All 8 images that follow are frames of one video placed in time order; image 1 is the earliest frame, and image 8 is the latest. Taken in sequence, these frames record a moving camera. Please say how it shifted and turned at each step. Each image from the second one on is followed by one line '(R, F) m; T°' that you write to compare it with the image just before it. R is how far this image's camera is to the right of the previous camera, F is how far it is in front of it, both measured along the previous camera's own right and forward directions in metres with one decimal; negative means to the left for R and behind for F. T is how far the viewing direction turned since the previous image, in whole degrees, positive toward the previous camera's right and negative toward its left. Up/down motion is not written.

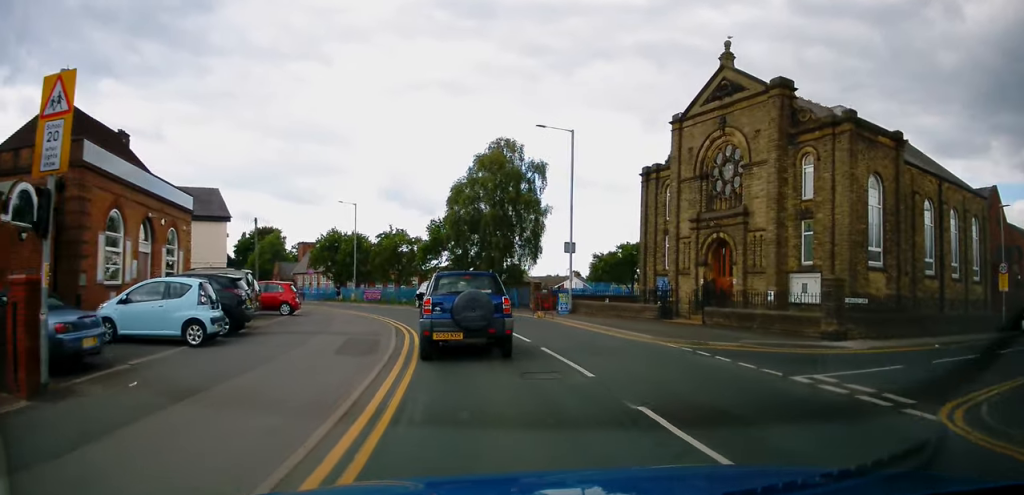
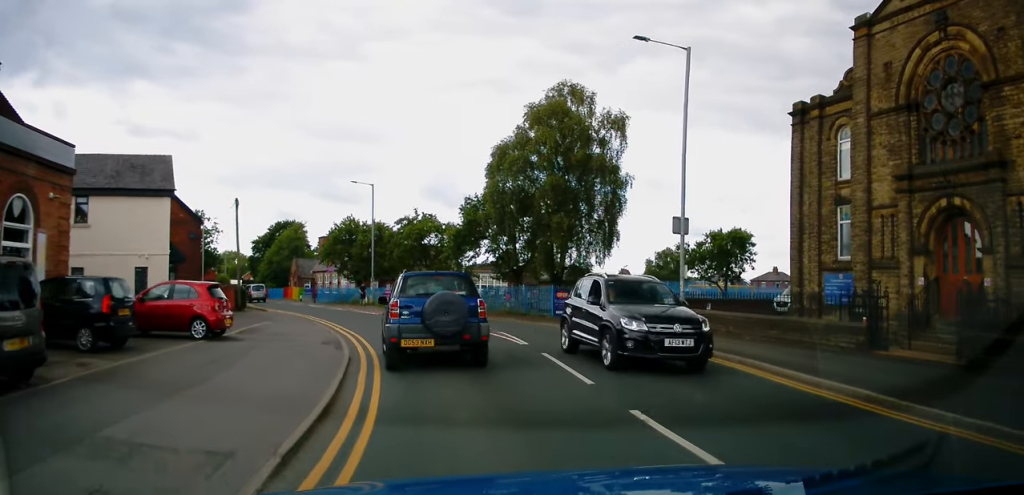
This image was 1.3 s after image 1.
(-0.5, +12.1) m; -6°
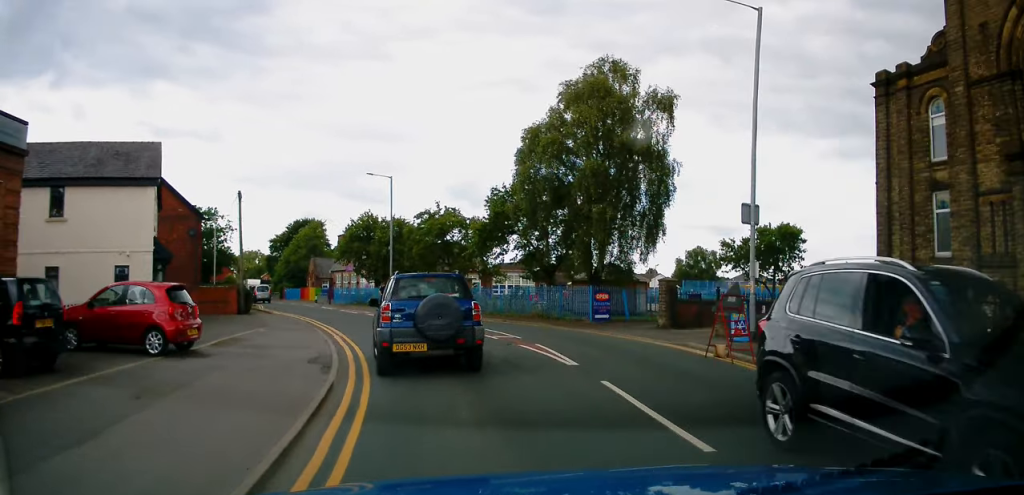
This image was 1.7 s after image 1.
(0.0, +3.6) m; -2°
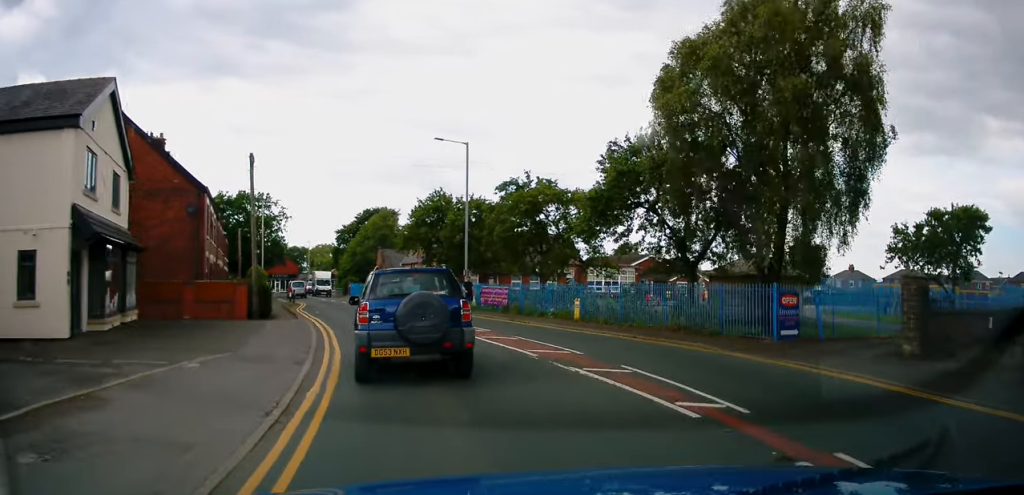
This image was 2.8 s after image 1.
(-0.6, +10.0) m; -6°
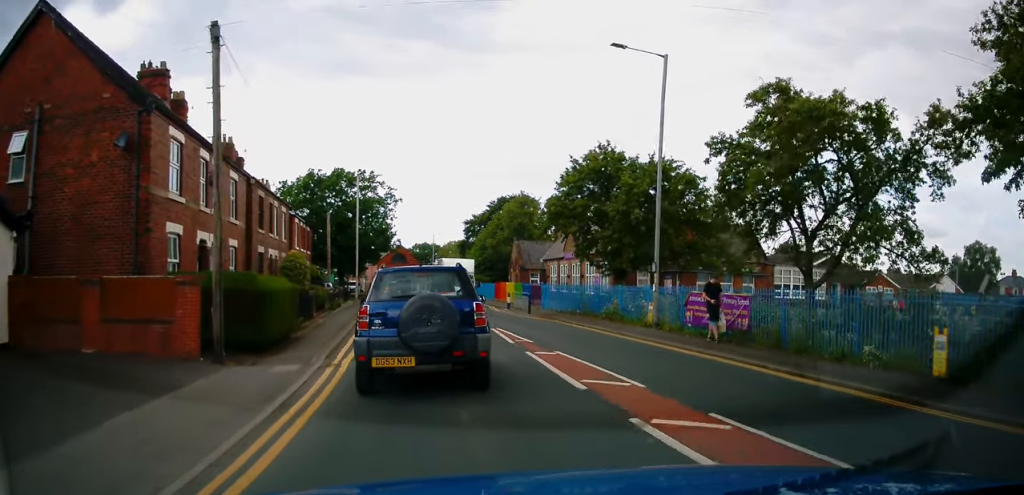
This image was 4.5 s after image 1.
(-0.5, +14.7) m; -12°
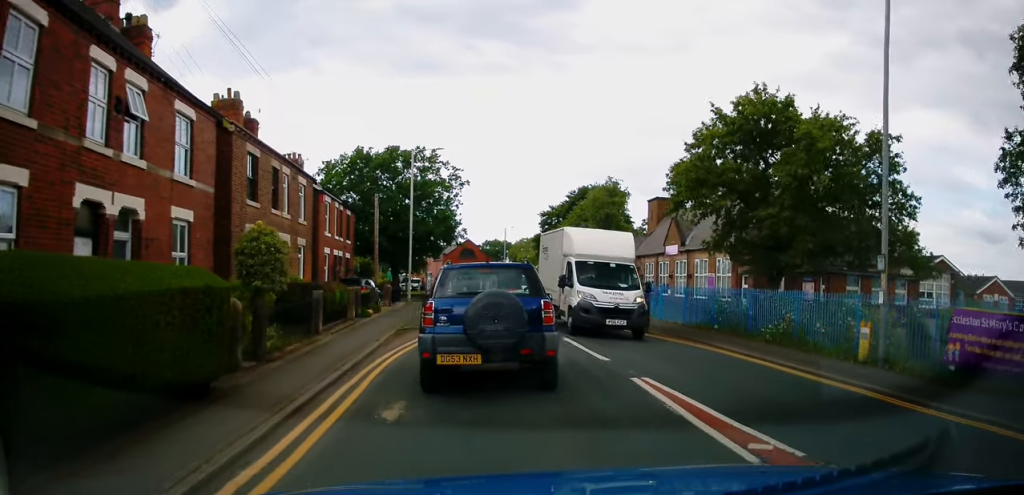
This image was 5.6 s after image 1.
(-1.7, +9.2) m; -11°
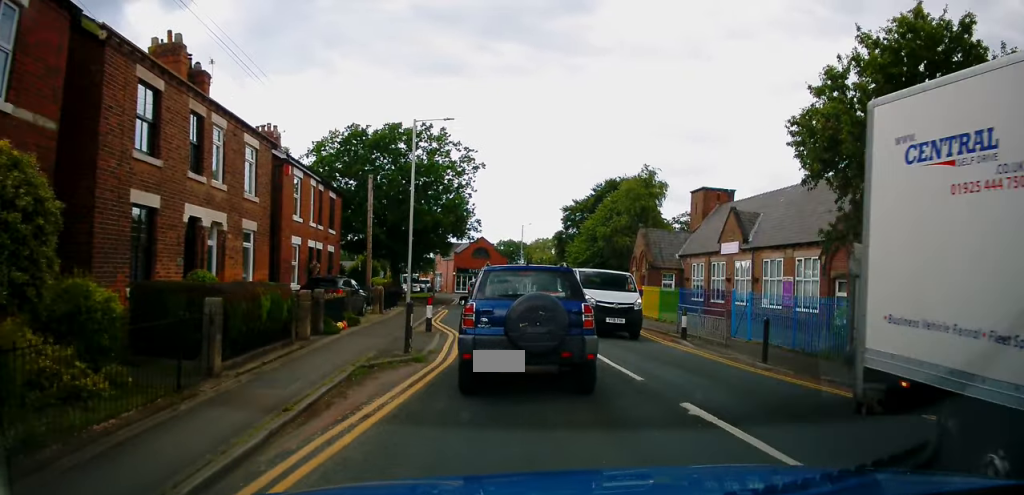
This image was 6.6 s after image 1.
(0.0, +7.7) m; +4°
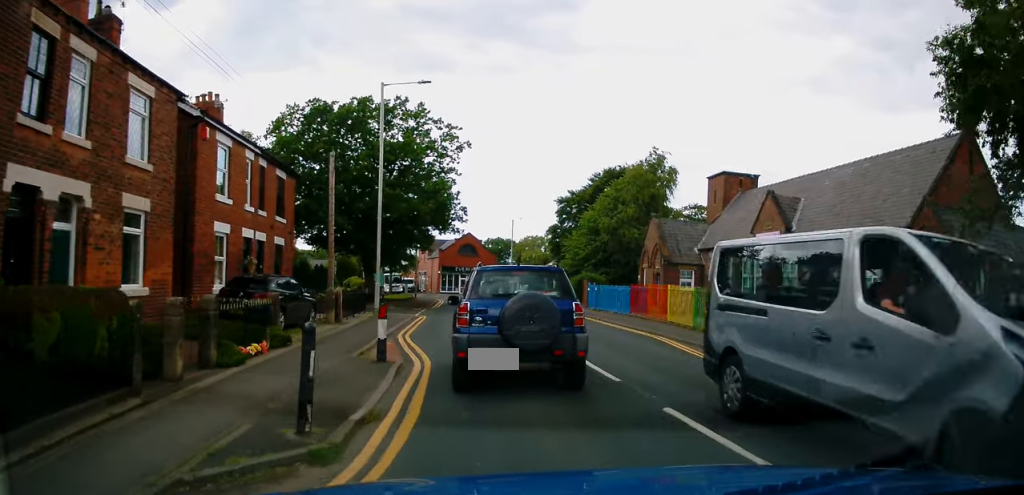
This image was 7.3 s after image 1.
(+0.5, +6.1) m; +1°
